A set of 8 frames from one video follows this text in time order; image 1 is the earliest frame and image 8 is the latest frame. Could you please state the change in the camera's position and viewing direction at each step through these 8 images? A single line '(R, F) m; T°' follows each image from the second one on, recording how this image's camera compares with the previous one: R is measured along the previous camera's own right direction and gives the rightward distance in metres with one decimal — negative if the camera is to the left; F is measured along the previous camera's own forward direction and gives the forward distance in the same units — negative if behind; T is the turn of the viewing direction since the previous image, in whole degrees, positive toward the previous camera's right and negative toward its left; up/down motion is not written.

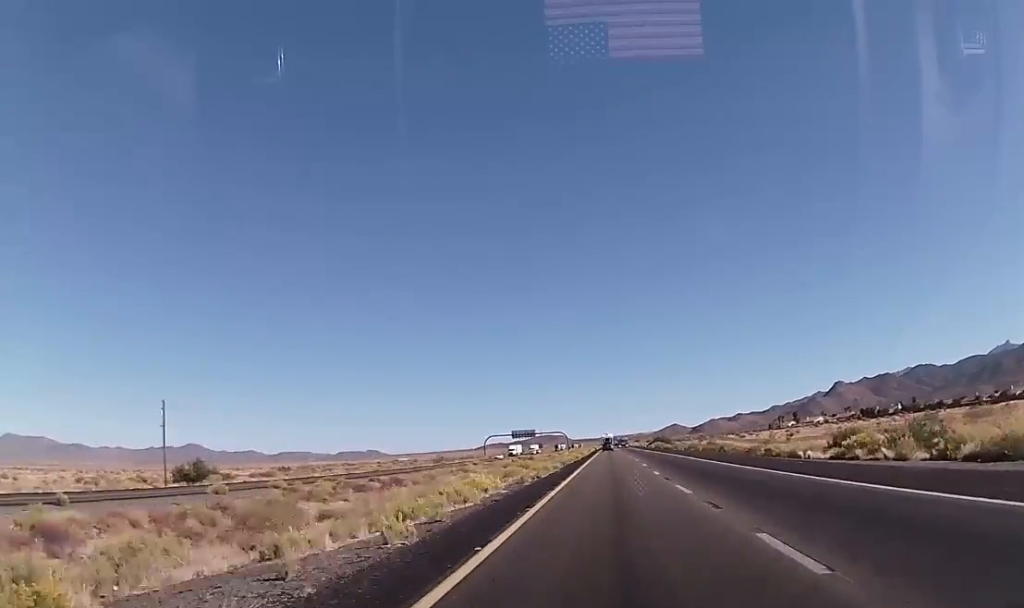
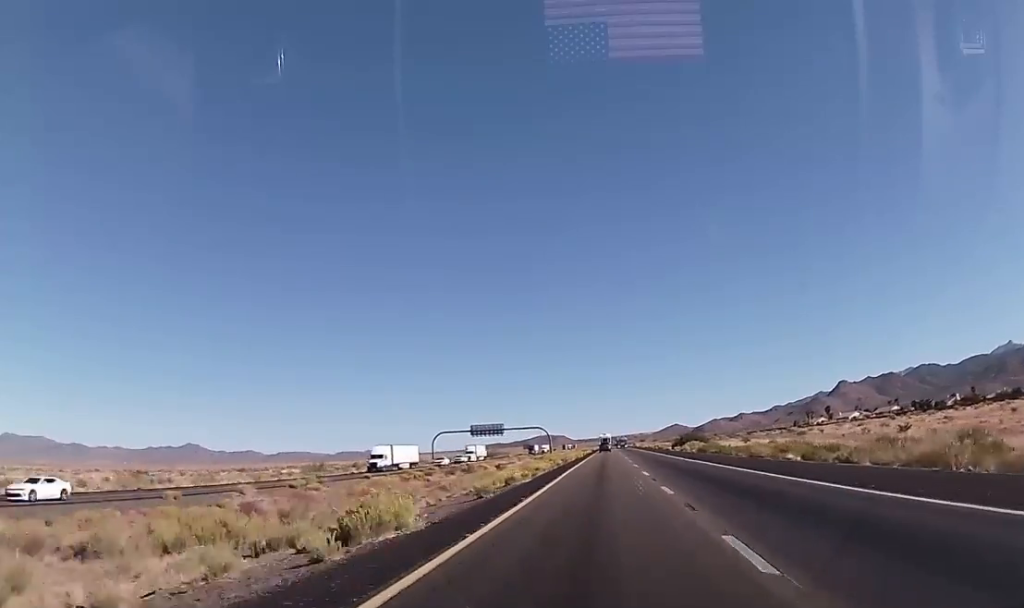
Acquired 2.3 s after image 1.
(+0.9, +85.1) m; +1°
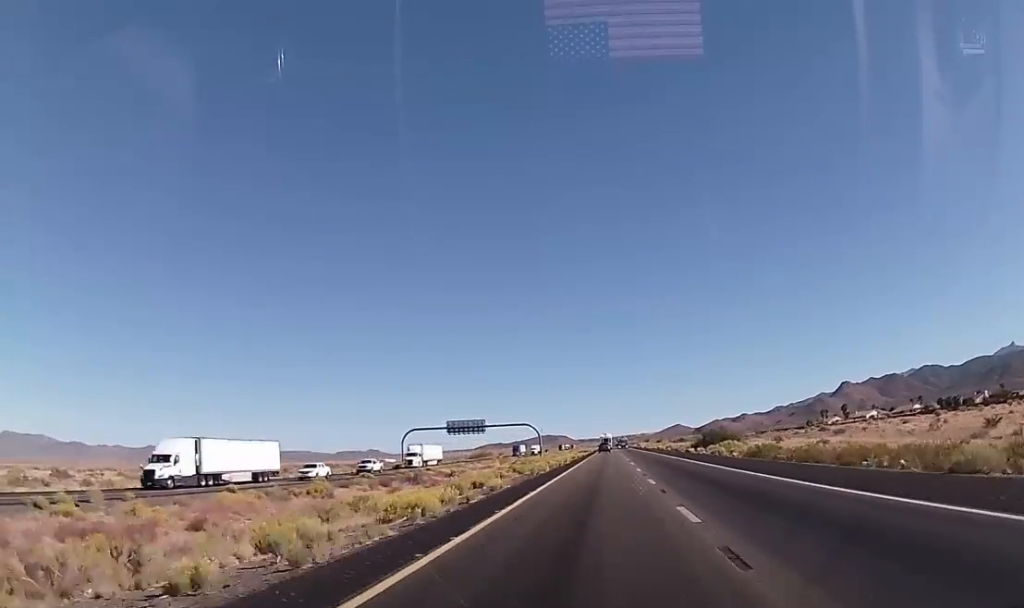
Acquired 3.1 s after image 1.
(-0.1, +31.4) m; 0°
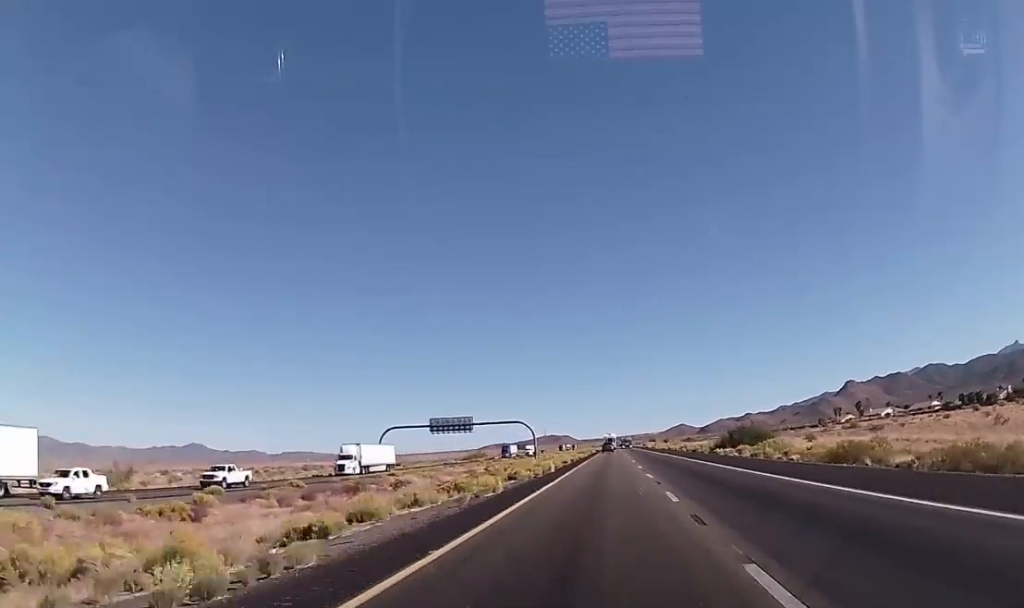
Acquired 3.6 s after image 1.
(0.0, +20.1) m; 0°
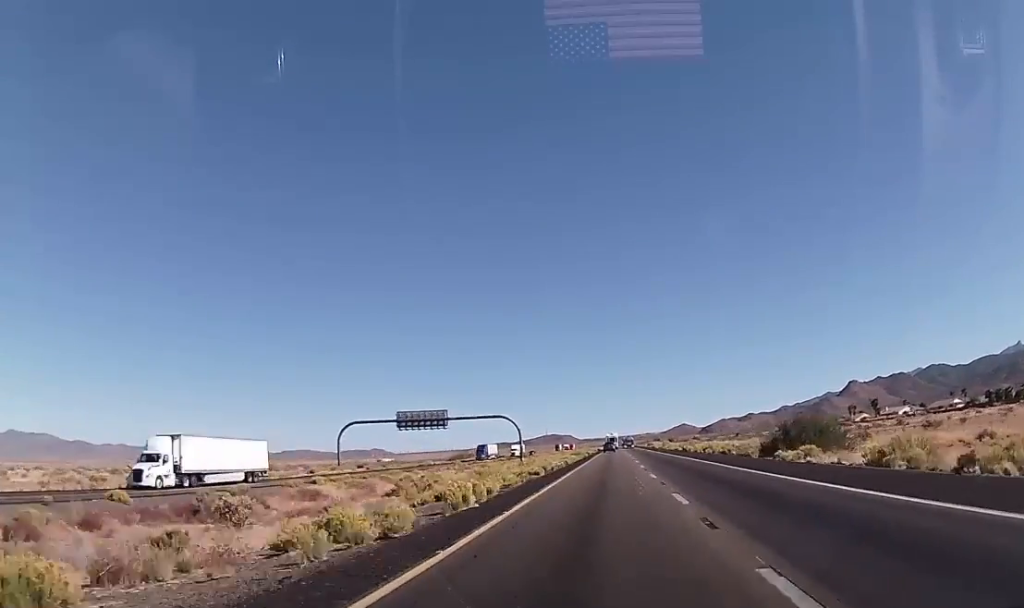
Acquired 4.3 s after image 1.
(+0.1, +25.3) m; -1°
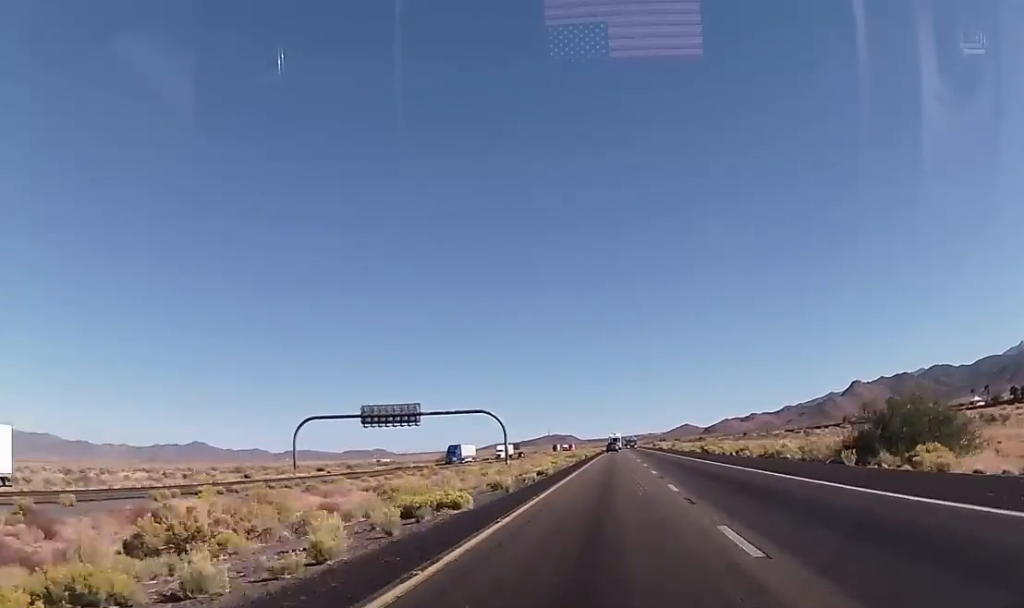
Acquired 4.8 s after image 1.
(-0.2, +20.2) m; 0°
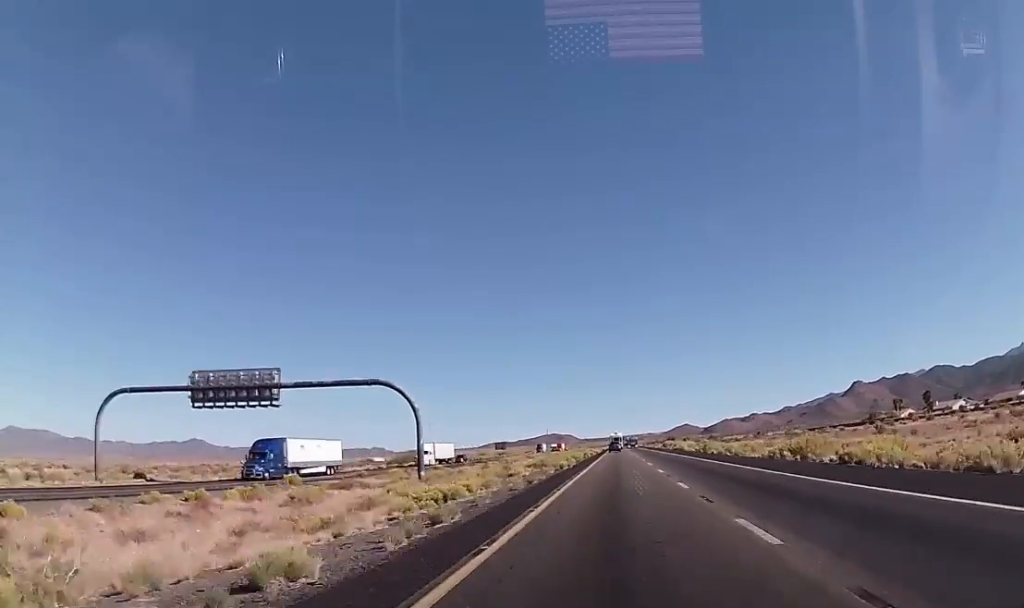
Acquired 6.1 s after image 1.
(+0.1, +47.9) m; 0°
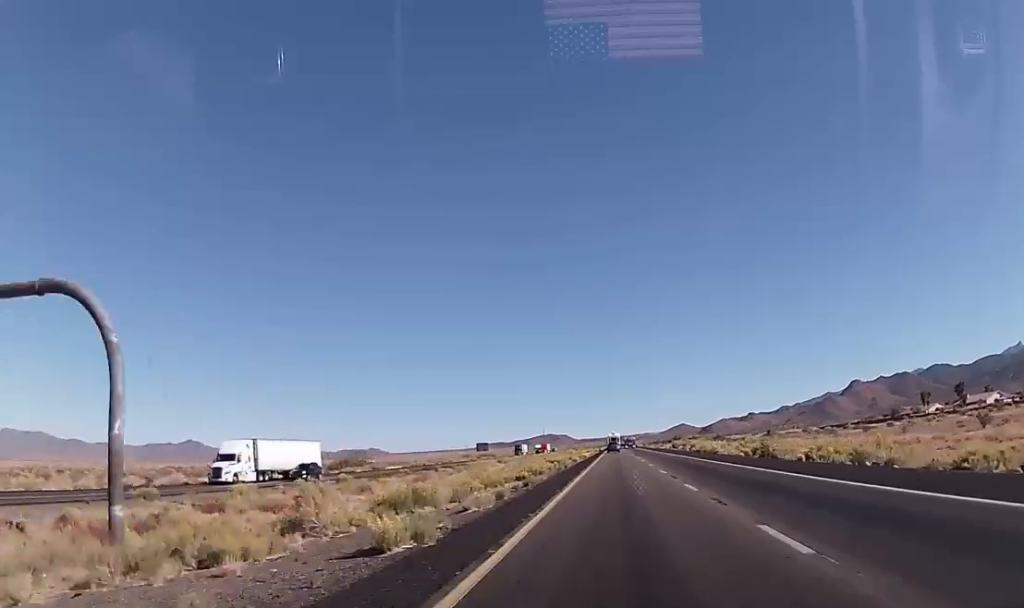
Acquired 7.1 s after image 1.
(-0.2, +37.8) m; 0°
